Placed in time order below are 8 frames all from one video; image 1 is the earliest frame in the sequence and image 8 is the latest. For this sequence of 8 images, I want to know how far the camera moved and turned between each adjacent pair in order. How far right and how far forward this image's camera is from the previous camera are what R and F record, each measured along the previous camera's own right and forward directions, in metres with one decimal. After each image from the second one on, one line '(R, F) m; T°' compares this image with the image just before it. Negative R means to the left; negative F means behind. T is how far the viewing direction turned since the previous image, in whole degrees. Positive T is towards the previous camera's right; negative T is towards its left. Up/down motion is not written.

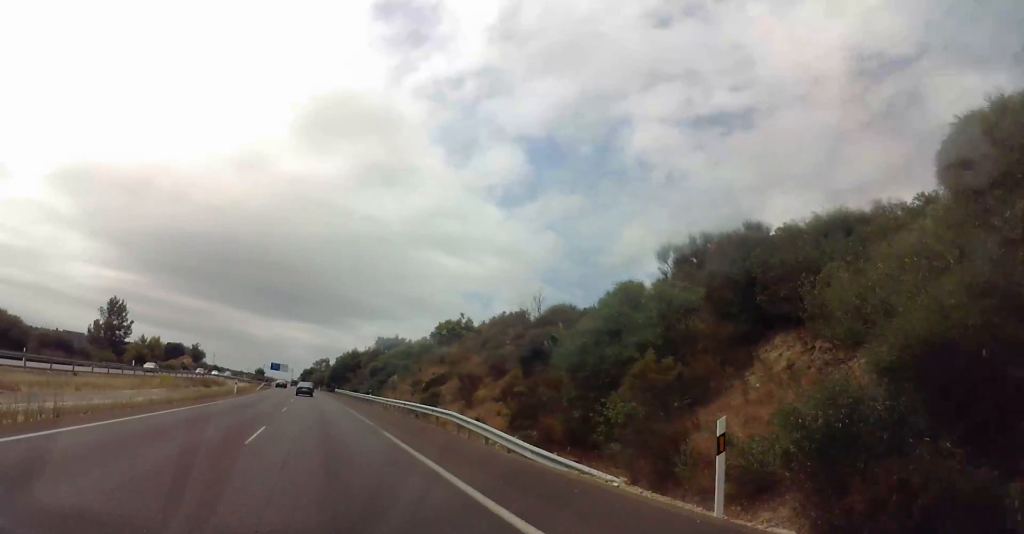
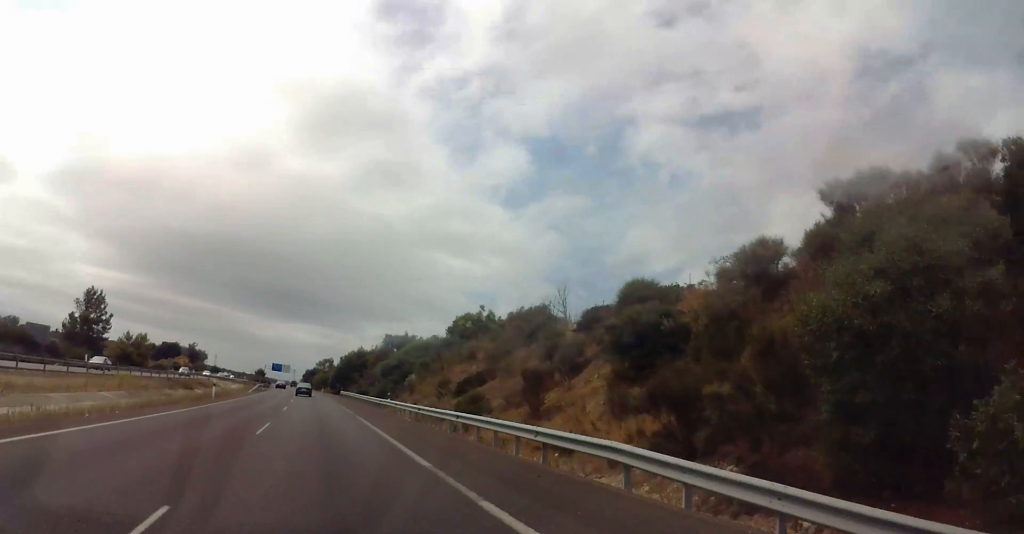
(-0.6, +13.7) m; -2°
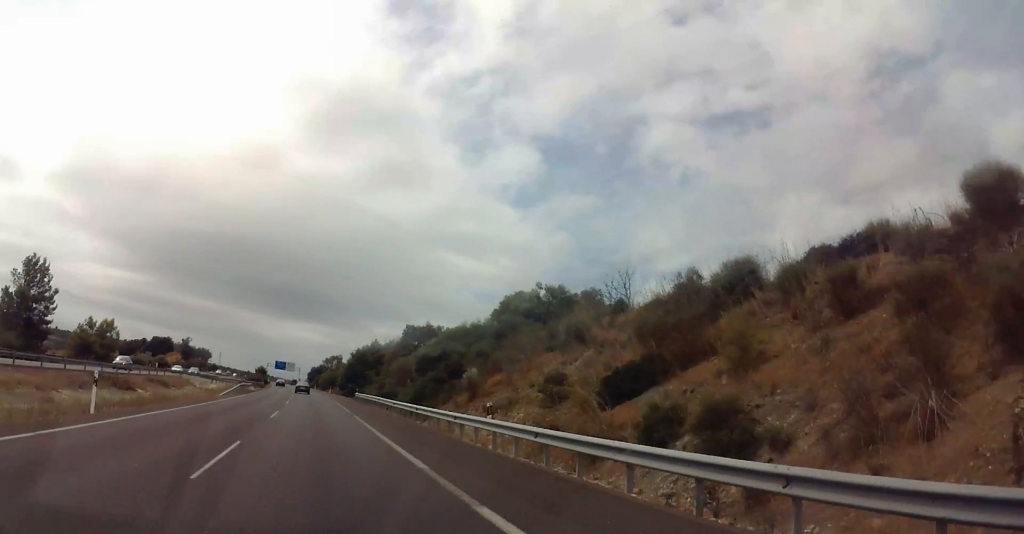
(-0.3, +23.5) m; -1°
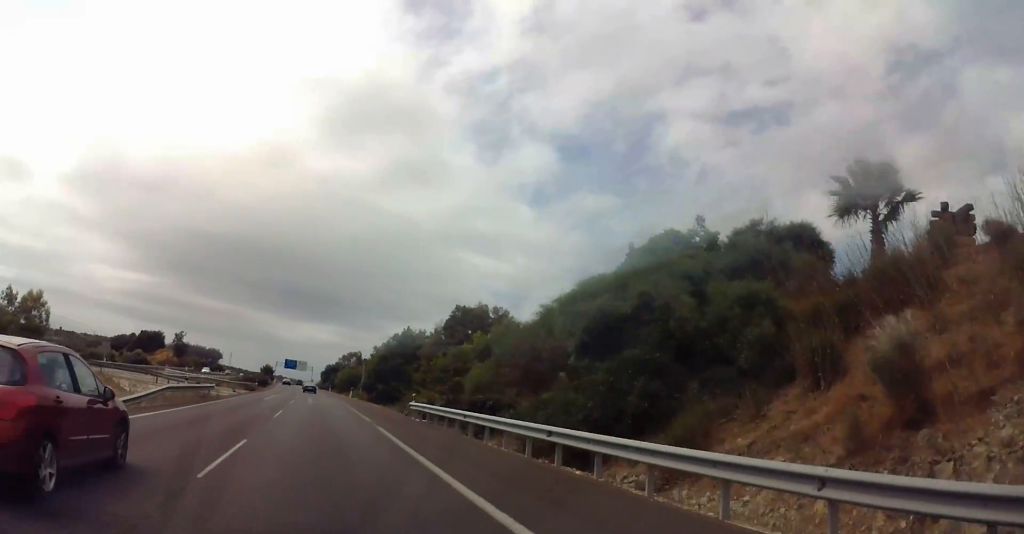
(-0.5, +33.2) m; -1°
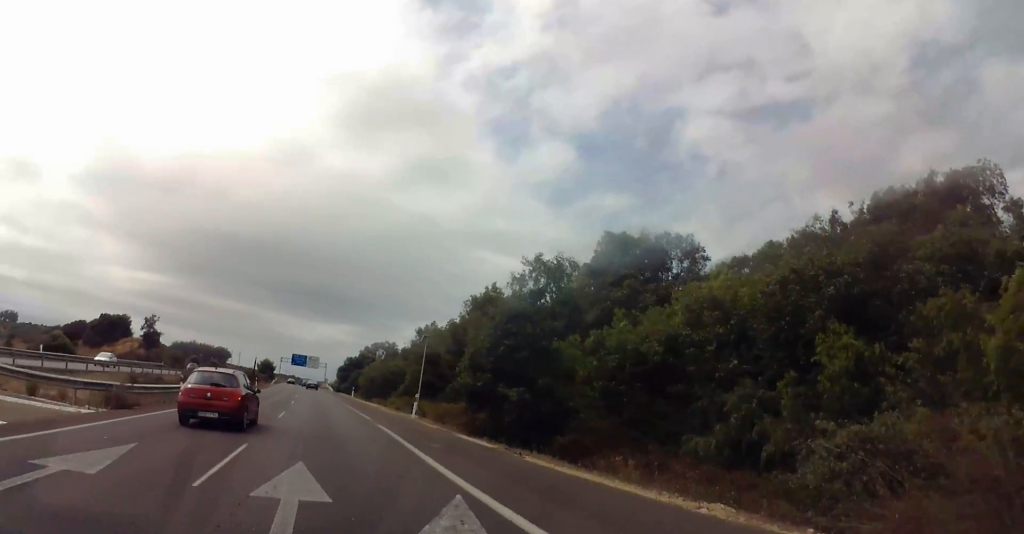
(0.0, +48.8) m; 0°
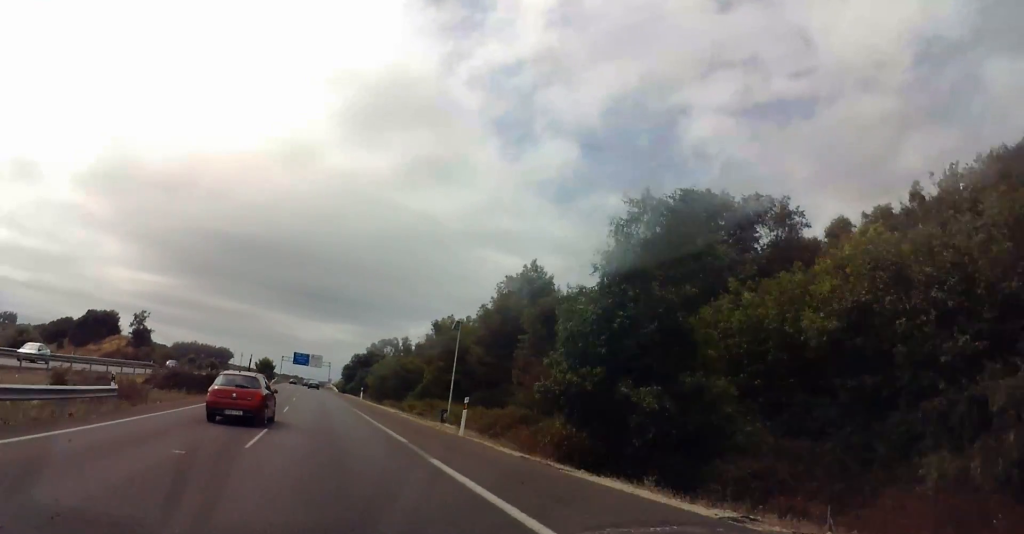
(0.0, +11.7) m; 0°
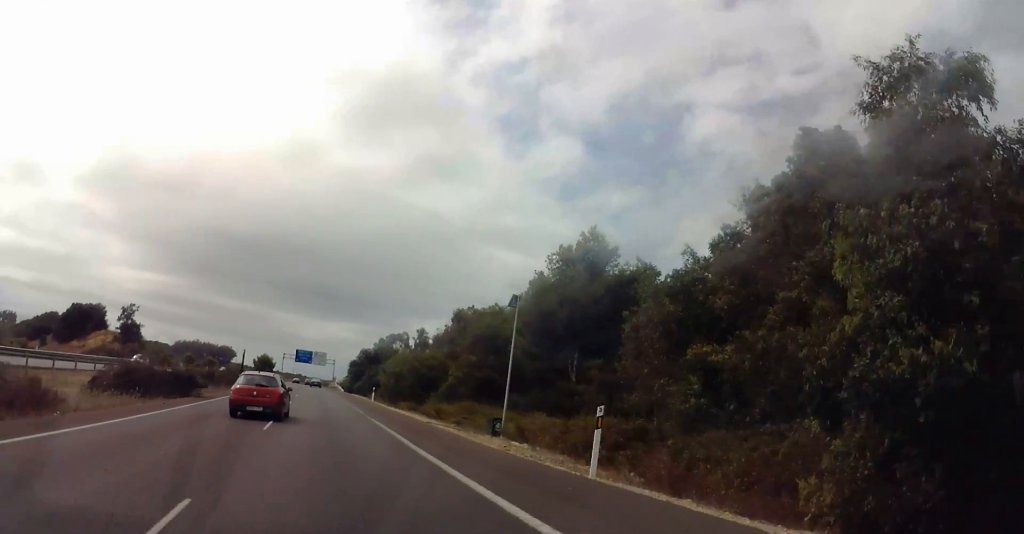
(0.0, +11.6) m; 0°
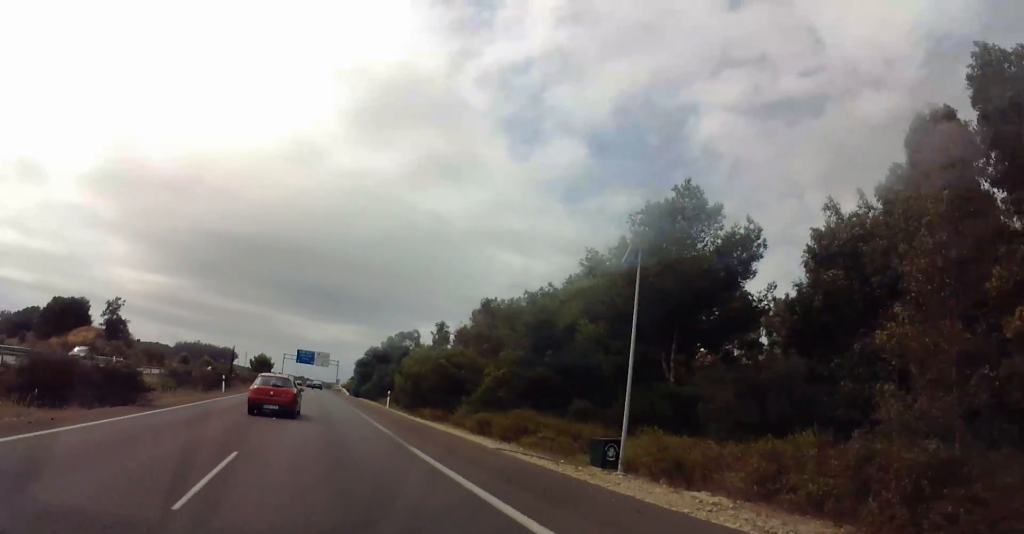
(0.0, +10.6) m; 0°
